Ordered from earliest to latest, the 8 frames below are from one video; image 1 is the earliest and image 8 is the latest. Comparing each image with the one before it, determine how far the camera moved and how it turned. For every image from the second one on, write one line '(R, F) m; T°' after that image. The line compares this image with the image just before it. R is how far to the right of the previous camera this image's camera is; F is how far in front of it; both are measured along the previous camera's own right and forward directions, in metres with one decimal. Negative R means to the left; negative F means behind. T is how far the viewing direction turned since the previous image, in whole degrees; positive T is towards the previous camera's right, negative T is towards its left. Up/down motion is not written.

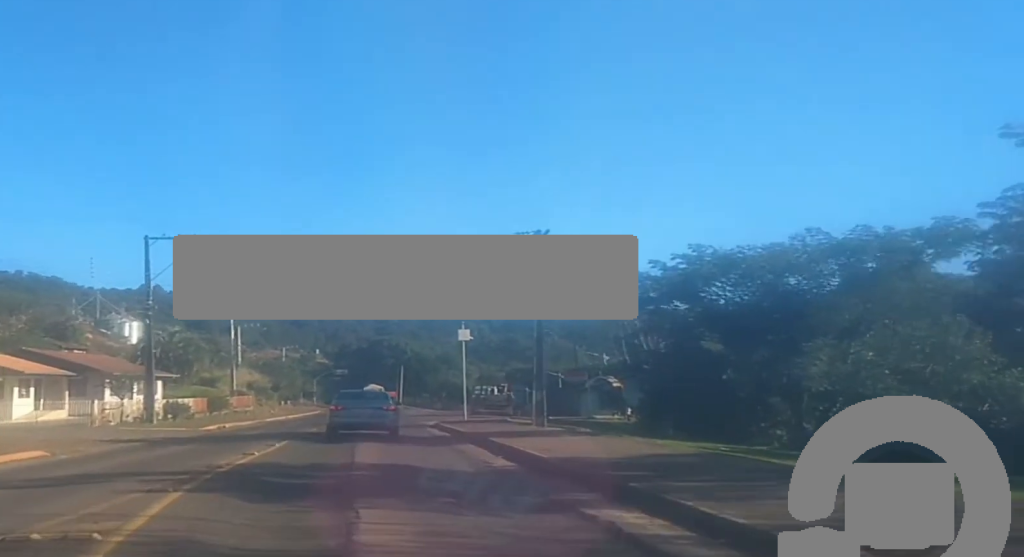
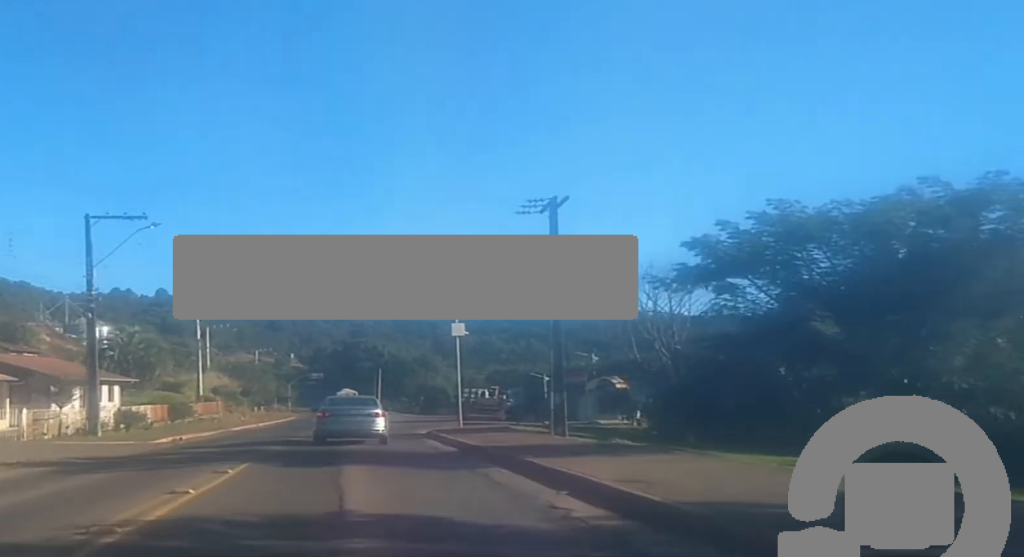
(0.0, +6.8) m; -1°
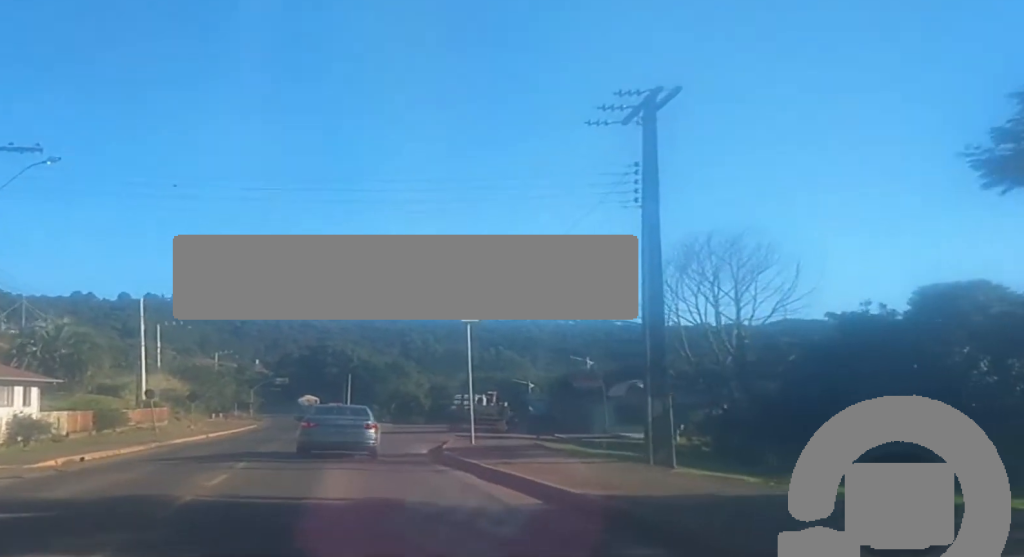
(-0.3, +11.9) m; -2°
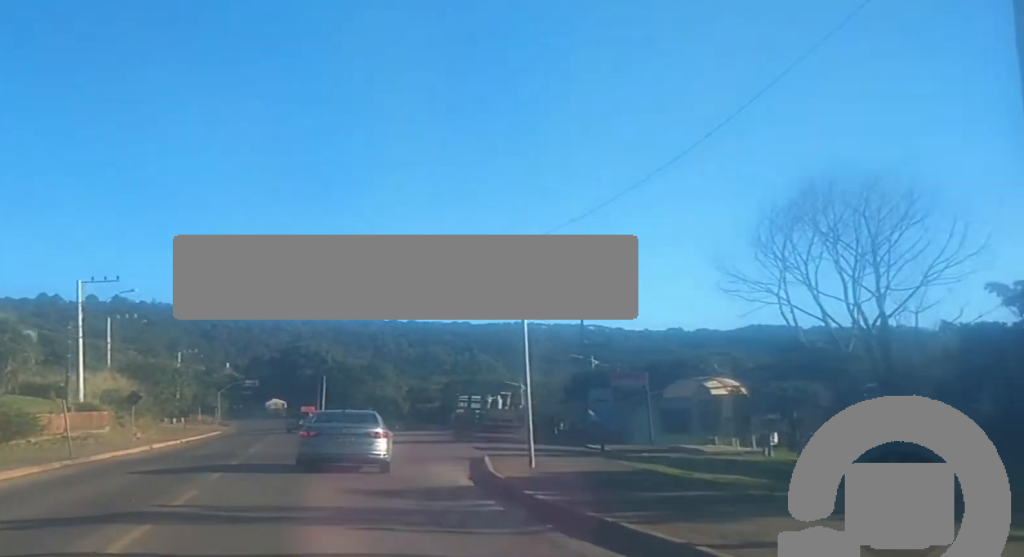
(0.0, +11.0) m; +3°
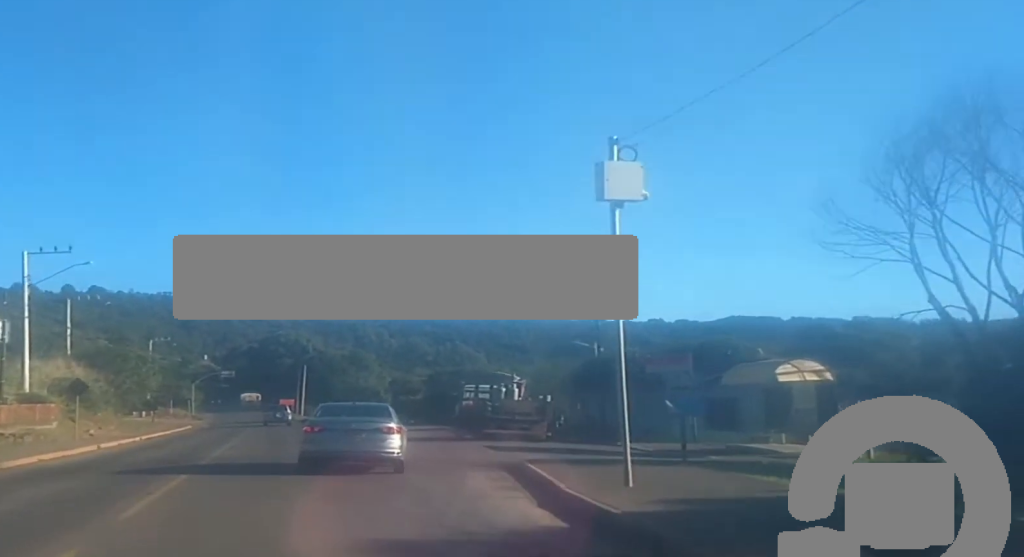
(+0.1, +6.5) m; +3°
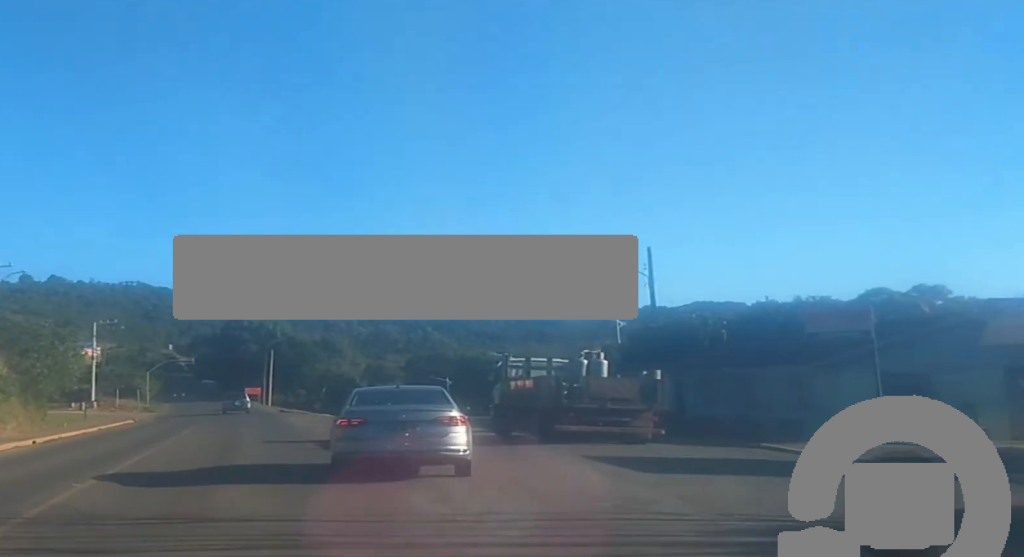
(+0.4, +13.9) m; +1°
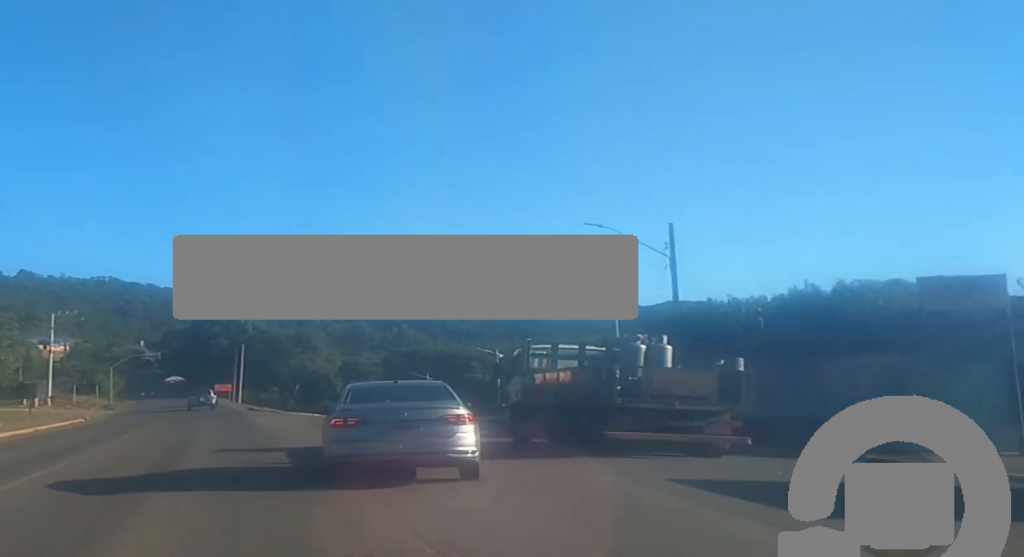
(0.0, +5.9) m; +1°
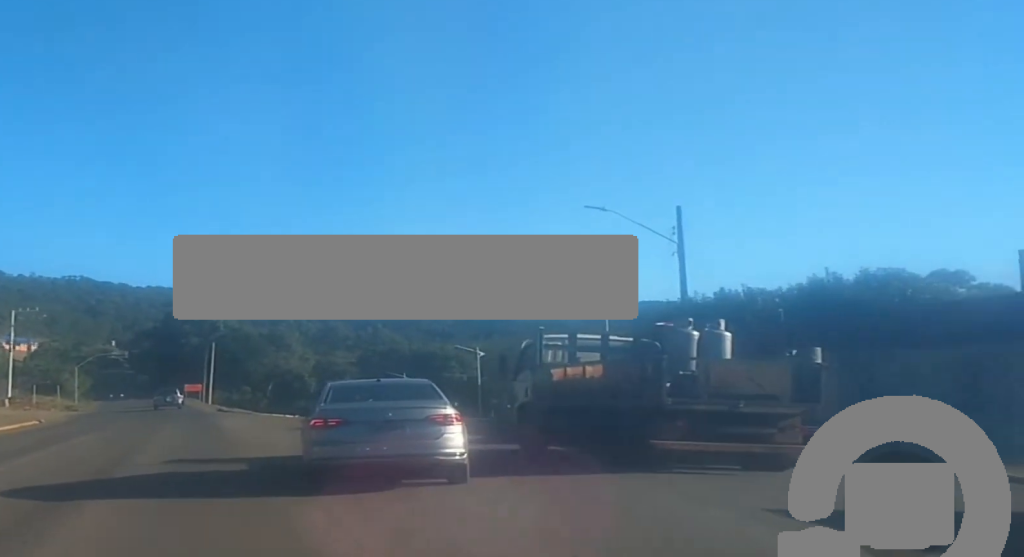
(0.0, +3.8) m; +2°
